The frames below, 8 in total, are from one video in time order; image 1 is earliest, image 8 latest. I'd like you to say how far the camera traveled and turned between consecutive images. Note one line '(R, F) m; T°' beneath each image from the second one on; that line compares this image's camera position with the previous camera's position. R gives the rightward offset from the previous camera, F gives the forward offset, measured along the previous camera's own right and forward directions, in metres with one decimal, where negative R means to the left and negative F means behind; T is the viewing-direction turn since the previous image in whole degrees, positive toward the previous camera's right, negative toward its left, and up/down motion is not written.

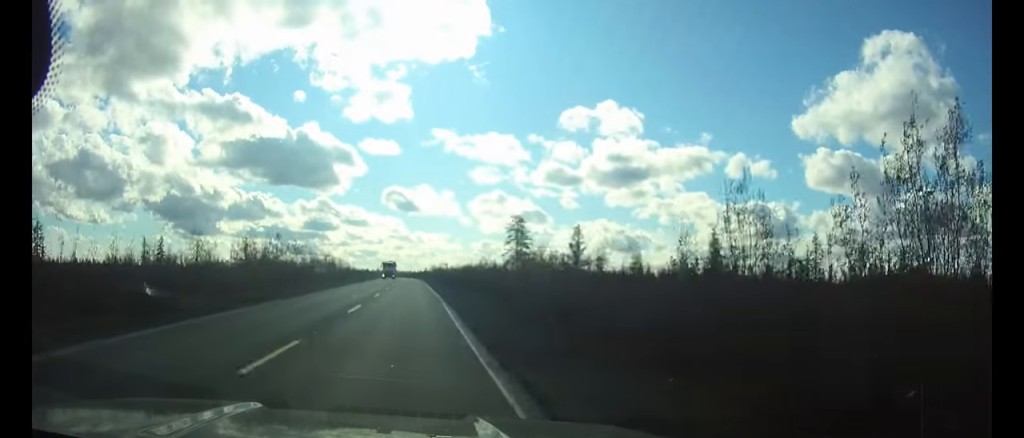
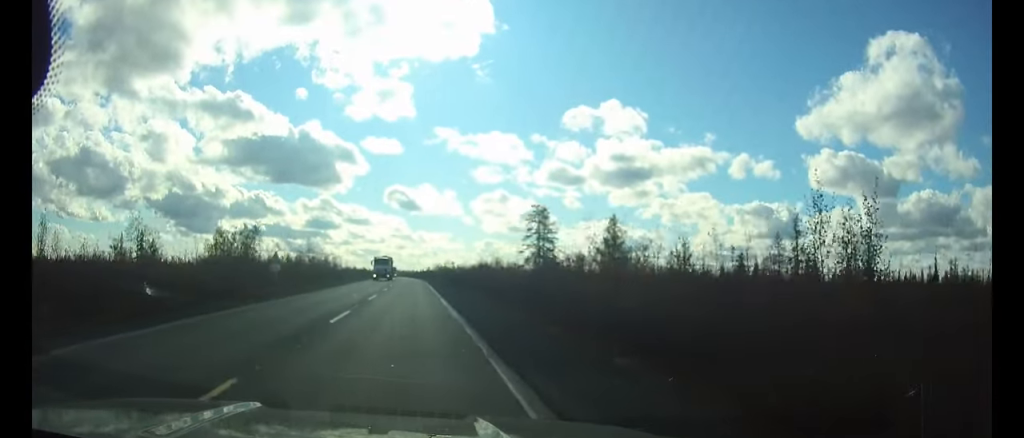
(0.0, +18.0) m; 0°
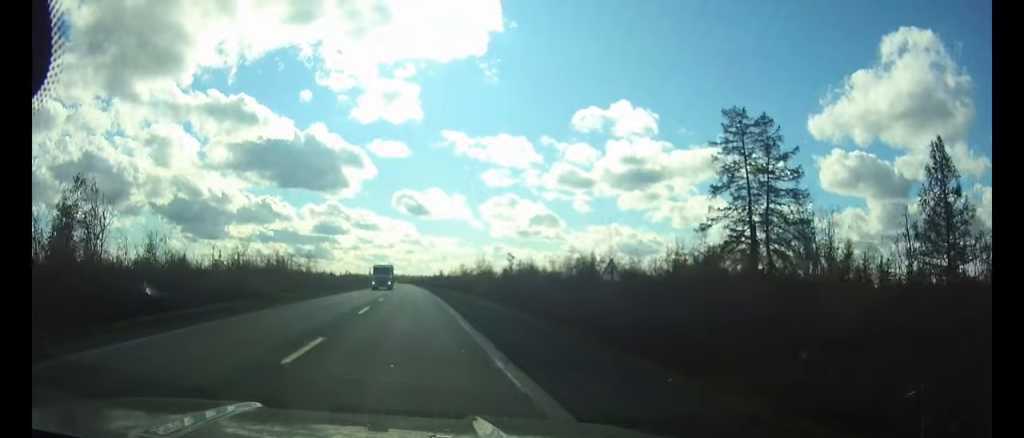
(-0.6, +57.1) m; -1°
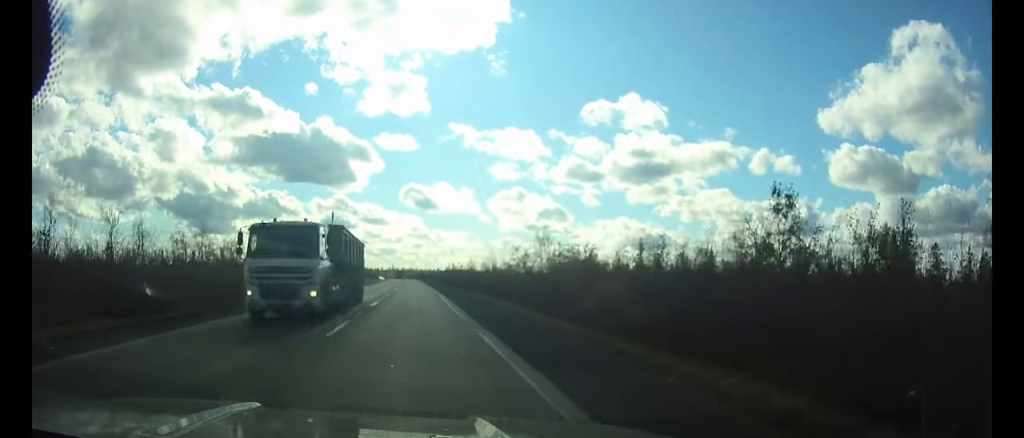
(-0.1, +33.6) m; 0°
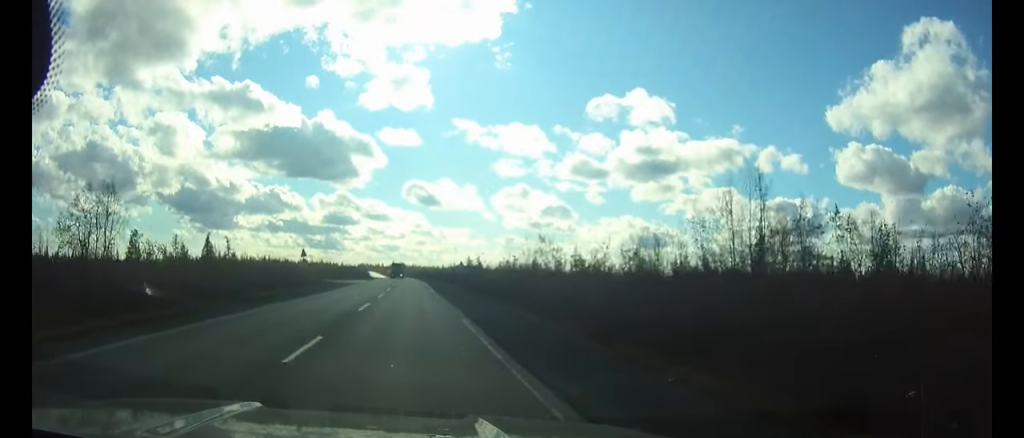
(-0.2, +50.9) m; -1°
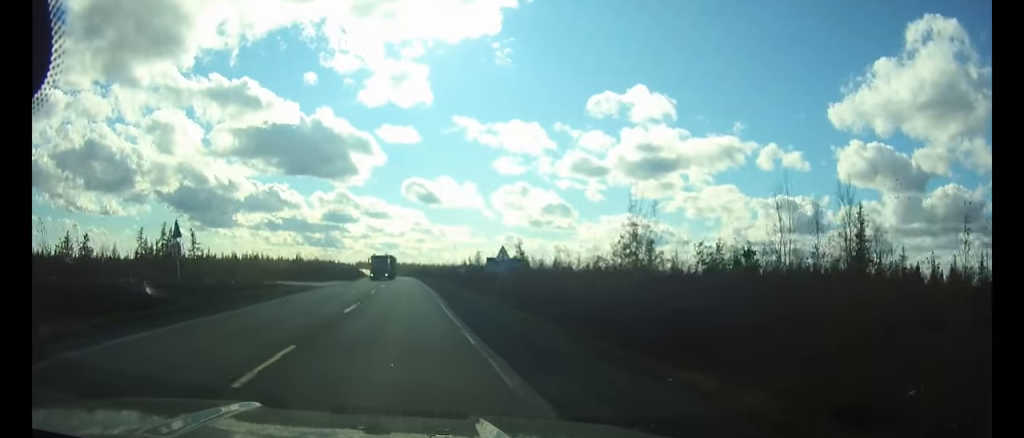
(-0.1, +26.6) m; 0°
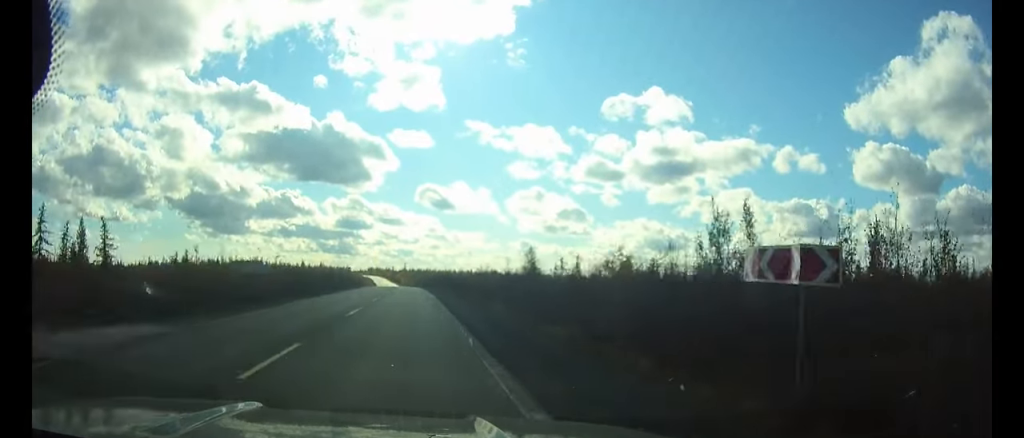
(-0.3, +46.9) m; -1°
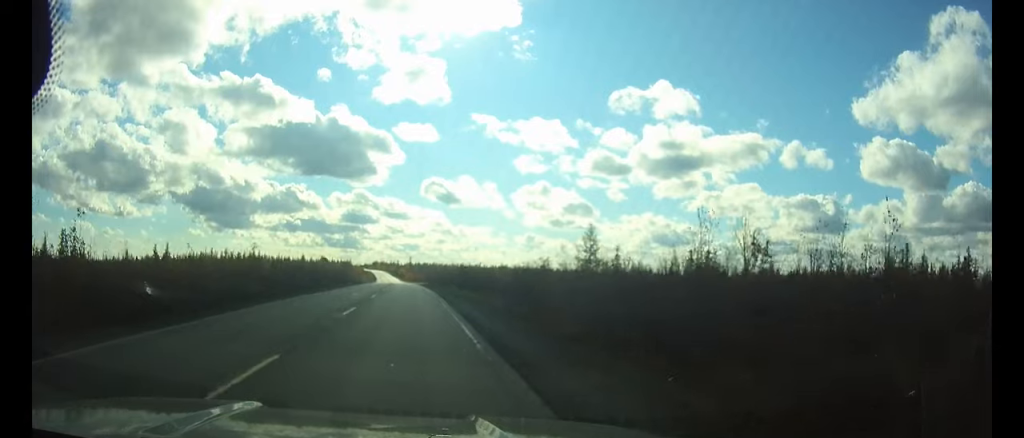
(-0.2, +25.0) m; -1°
